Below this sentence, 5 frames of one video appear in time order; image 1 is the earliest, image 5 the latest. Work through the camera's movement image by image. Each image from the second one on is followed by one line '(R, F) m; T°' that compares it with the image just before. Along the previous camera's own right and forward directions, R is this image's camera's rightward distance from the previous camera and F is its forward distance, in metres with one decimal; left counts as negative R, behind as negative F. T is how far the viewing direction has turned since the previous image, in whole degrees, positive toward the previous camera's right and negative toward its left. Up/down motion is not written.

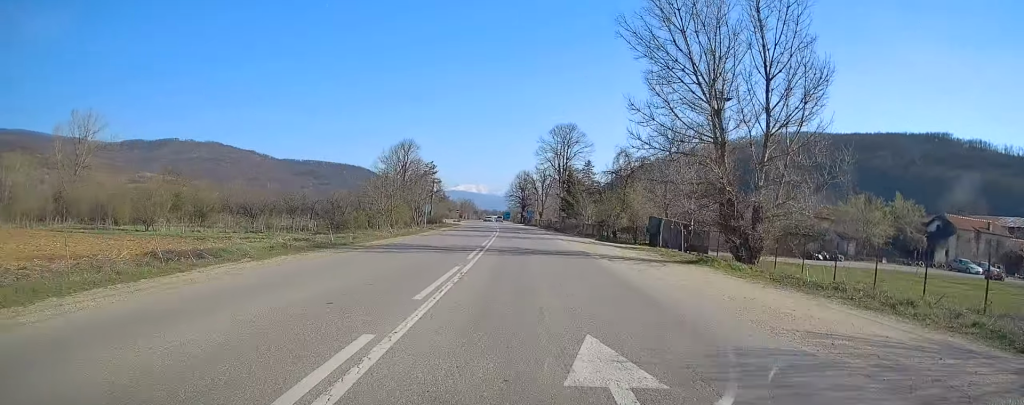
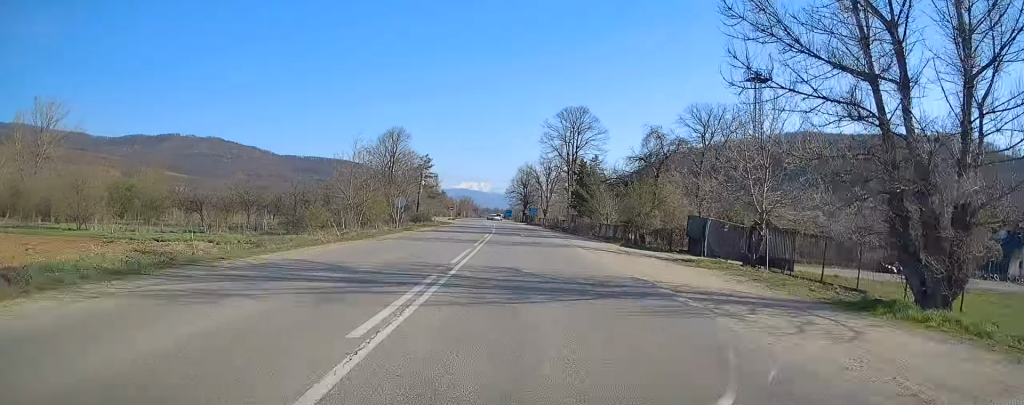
(0.0, +12.0) m; 0°
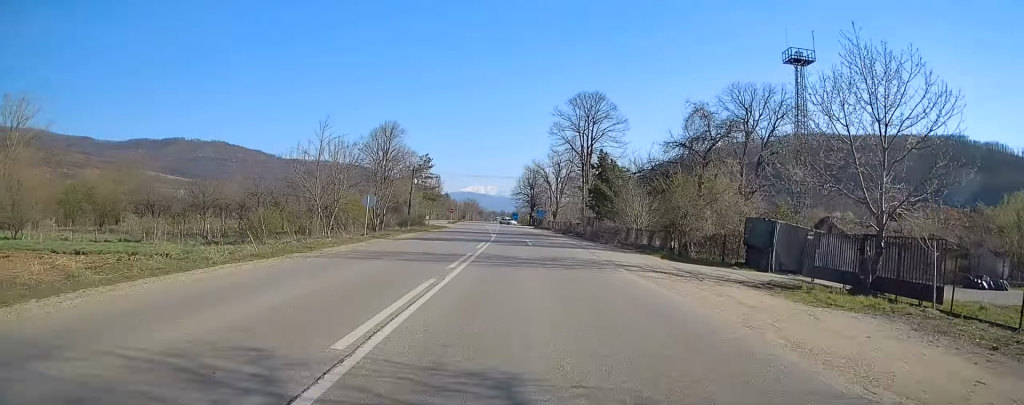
(-0.1, +9.5) m; 0°
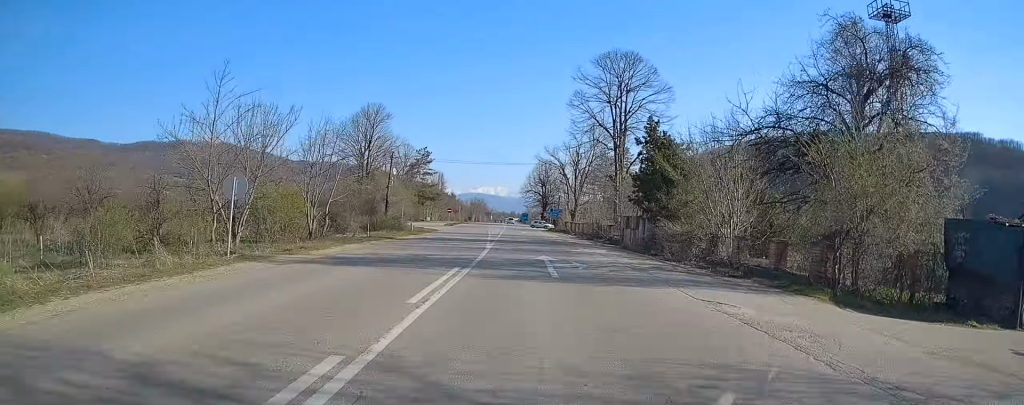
(-0.1, +15.2) m; -1°
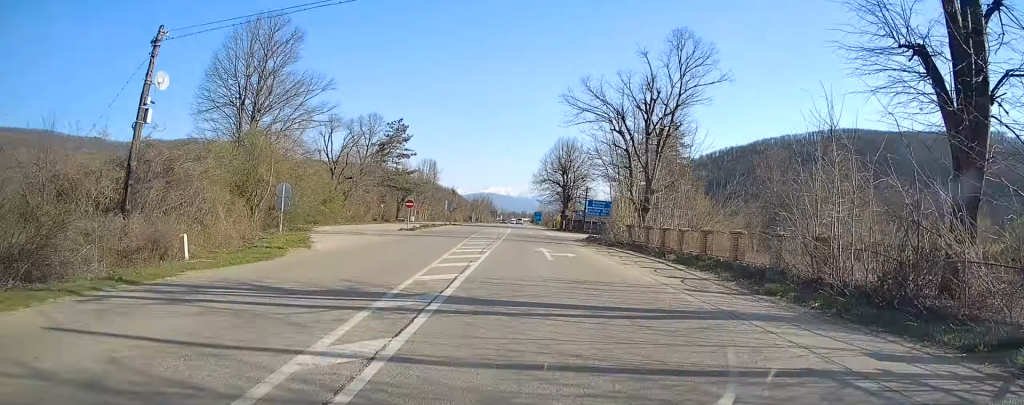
(-0.4, +35.3) m; -1°
